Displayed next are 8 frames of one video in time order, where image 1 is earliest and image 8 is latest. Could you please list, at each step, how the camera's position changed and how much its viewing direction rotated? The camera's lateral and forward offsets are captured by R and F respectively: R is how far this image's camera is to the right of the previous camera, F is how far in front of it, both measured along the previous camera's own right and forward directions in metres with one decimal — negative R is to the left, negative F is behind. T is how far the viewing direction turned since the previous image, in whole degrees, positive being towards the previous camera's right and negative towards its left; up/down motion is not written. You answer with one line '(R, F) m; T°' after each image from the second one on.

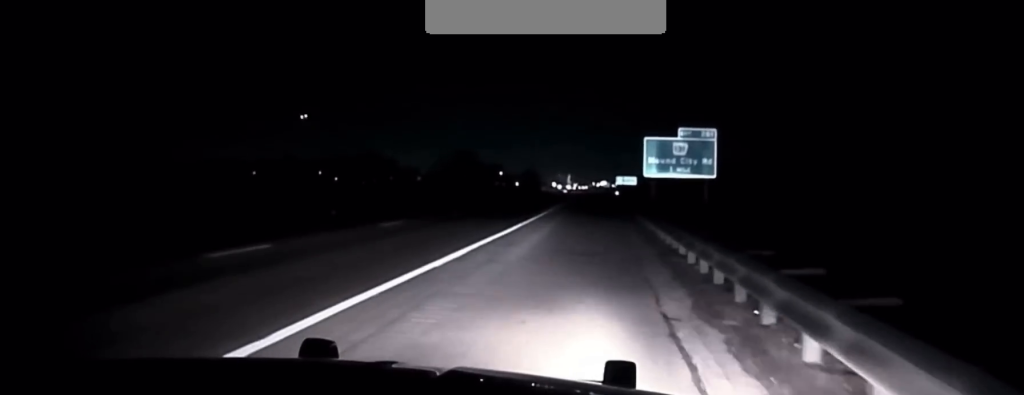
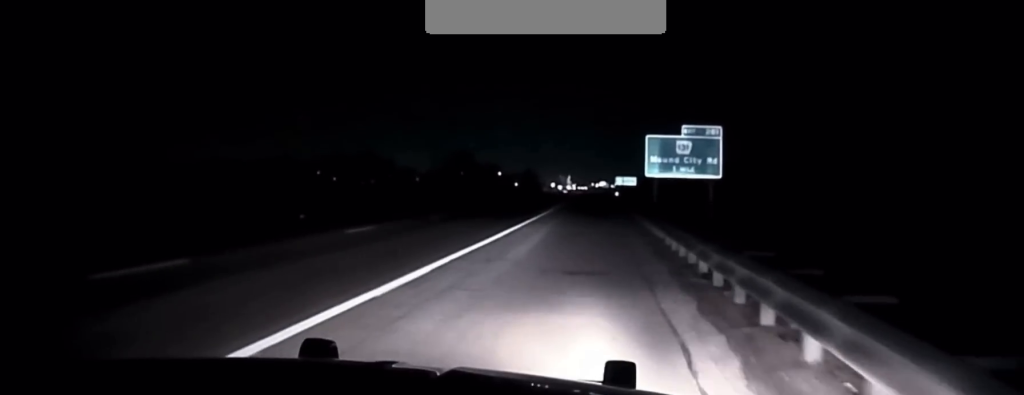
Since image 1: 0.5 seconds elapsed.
(+0.1, +3.7) m; 0°
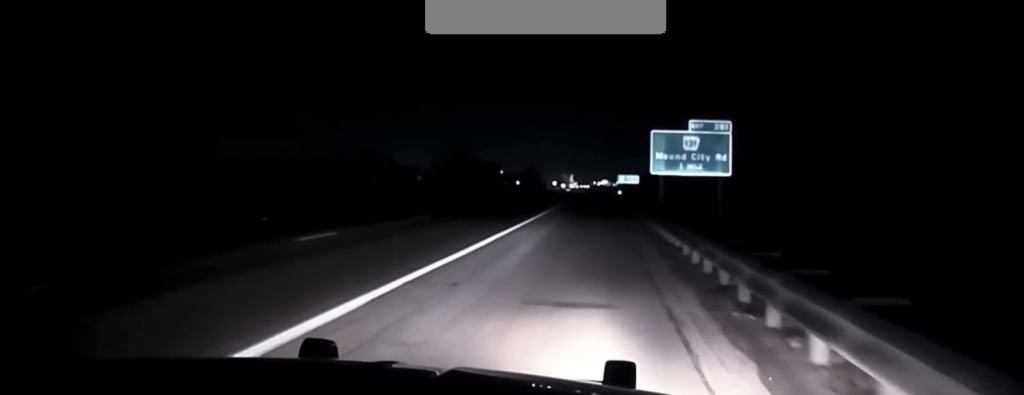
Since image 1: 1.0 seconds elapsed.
(+0.1, +3.5) m; 0°
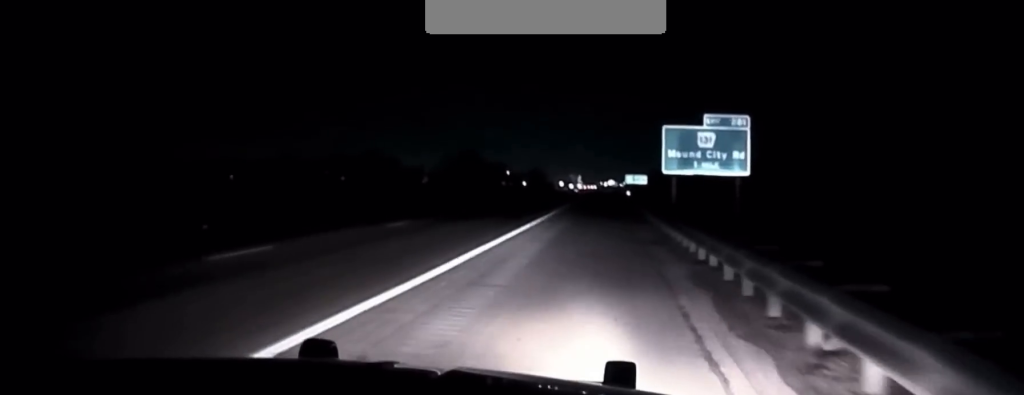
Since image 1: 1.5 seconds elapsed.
(-0.1, +4.9) m; -1°
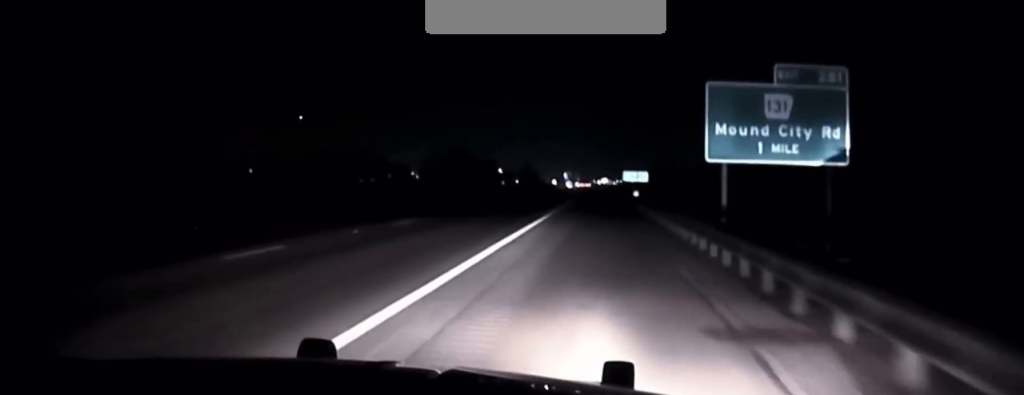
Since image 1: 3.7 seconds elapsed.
(-0.8, +24.0) m; -3°
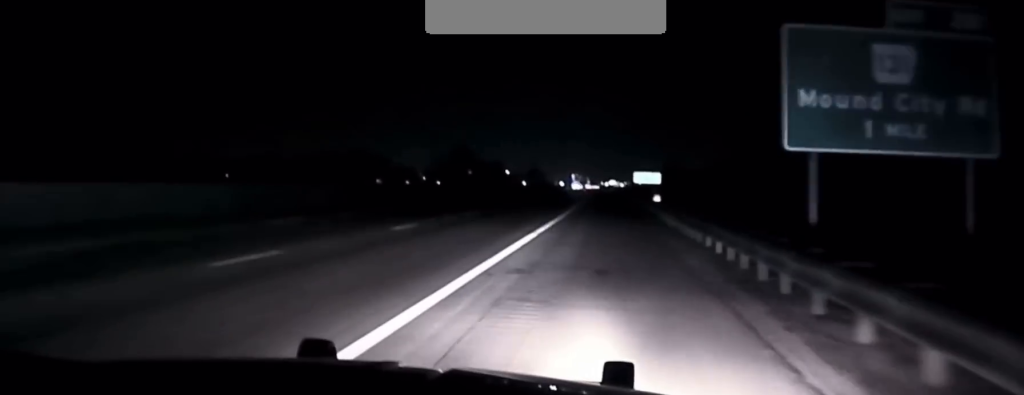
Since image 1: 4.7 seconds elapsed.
(0.0, +13.1) m; 0°
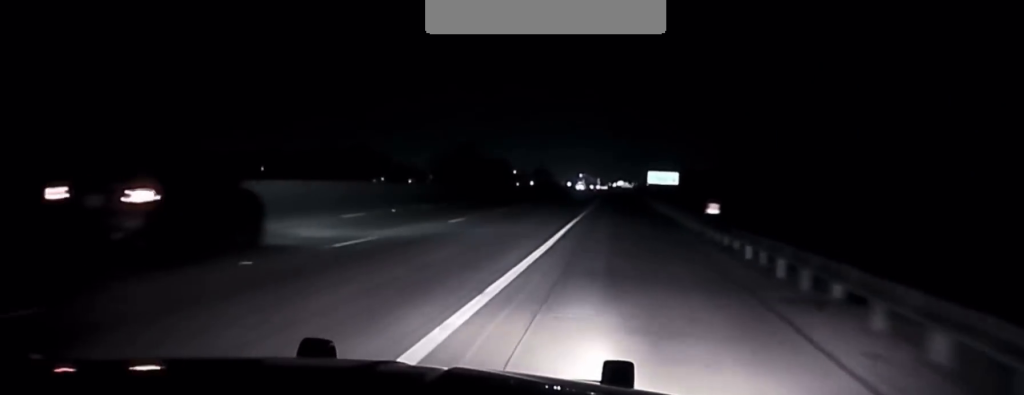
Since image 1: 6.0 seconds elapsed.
(+0.1, +18.9) m; +1°
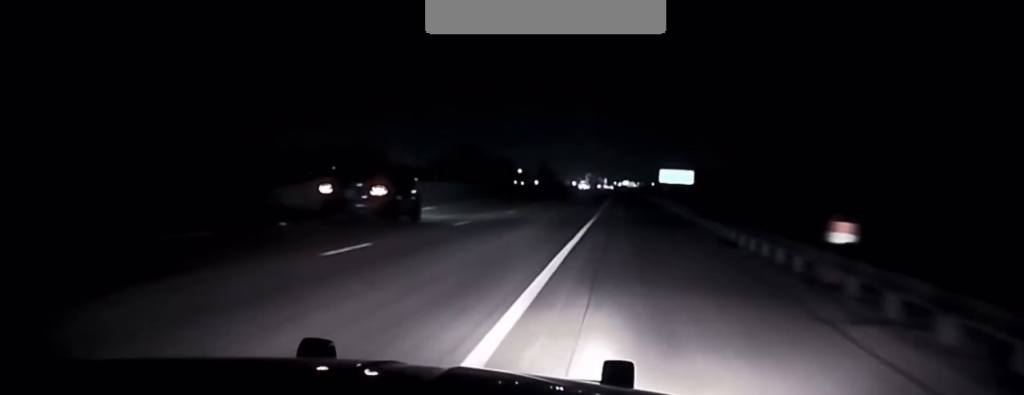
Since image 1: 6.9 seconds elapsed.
(+0.1, +13.9) m; -2°
